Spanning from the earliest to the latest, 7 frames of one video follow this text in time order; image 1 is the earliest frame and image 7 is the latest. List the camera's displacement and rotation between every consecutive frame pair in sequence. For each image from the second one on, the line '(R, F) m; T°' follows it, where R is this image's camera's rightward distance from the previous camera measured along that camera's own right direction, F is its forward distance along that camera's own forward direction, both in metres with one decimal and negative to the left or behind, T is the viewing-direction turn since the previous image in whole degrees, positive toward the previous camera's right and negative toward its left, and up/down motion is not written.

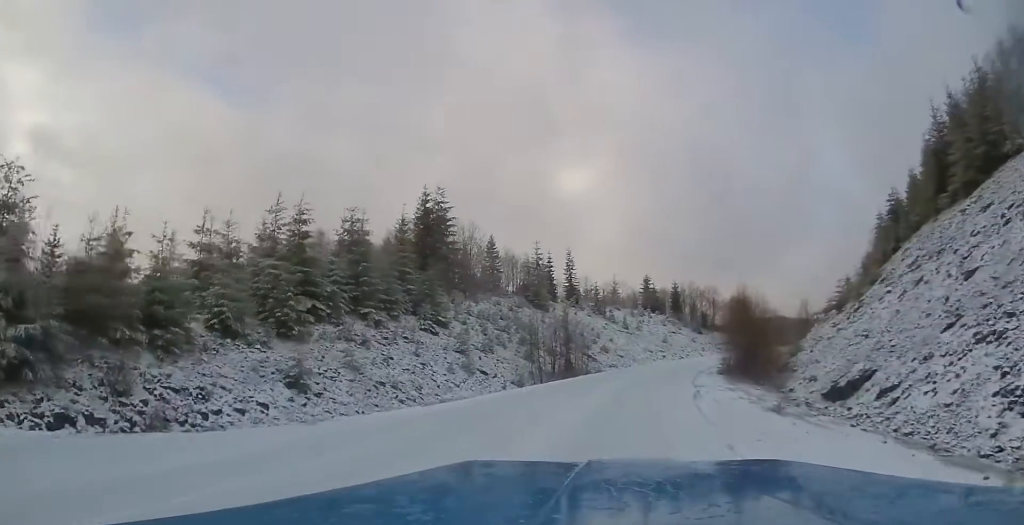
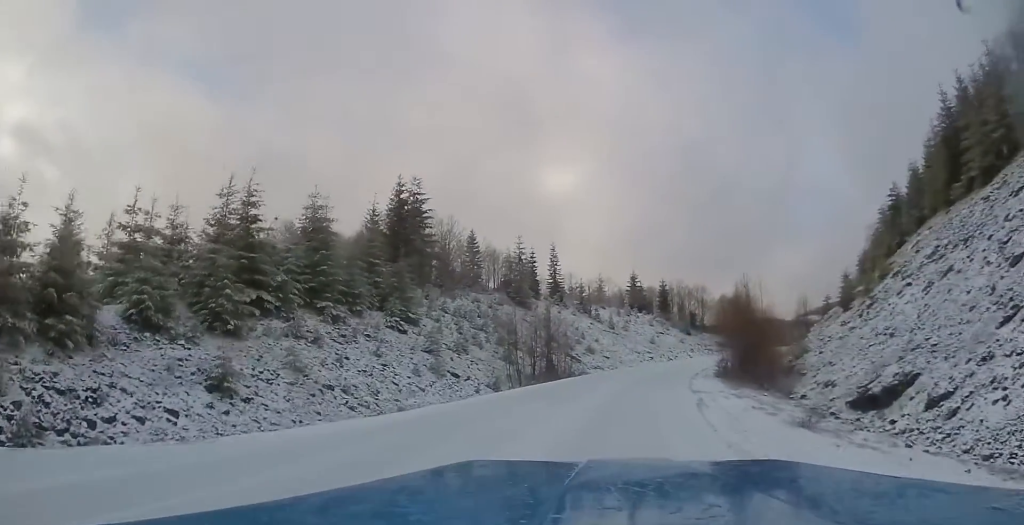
(0.0, +5.1) m; +2°
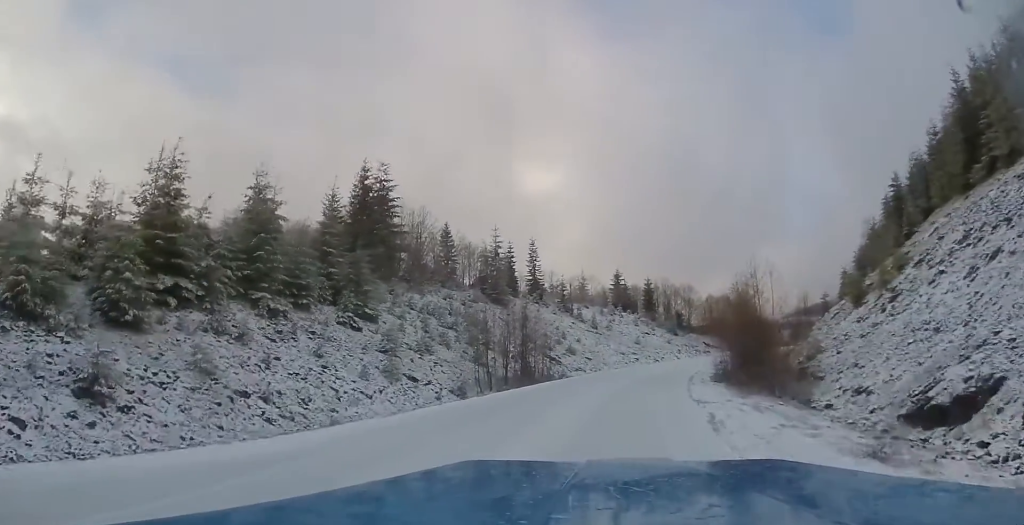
(+0.6, +6.2) m; +2°
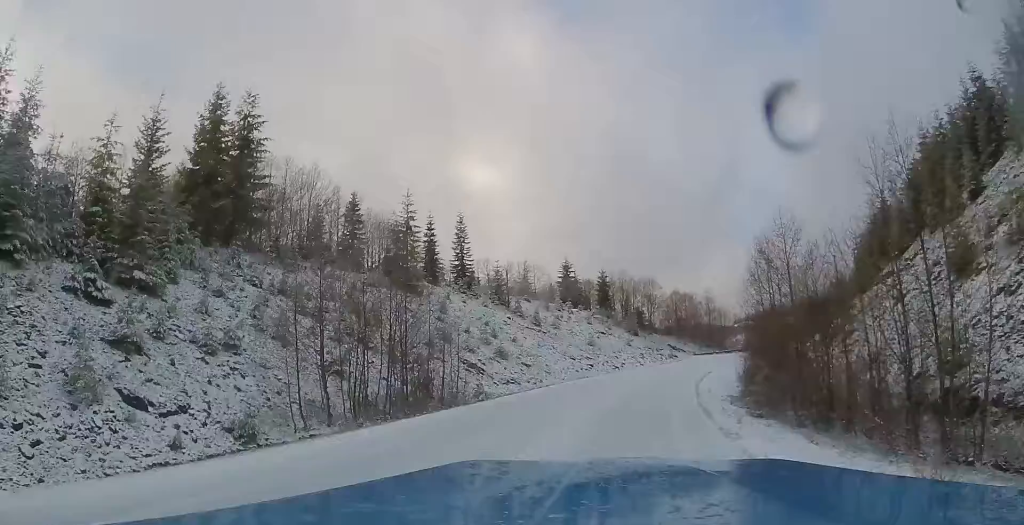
(+0.4, +21.8) m; +4°
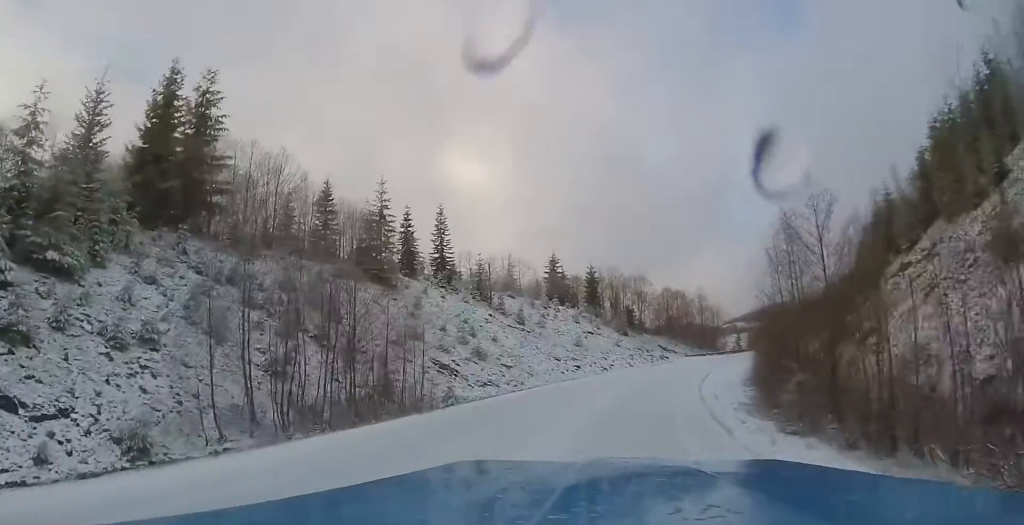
(+0.1, +5.2) m; +2°
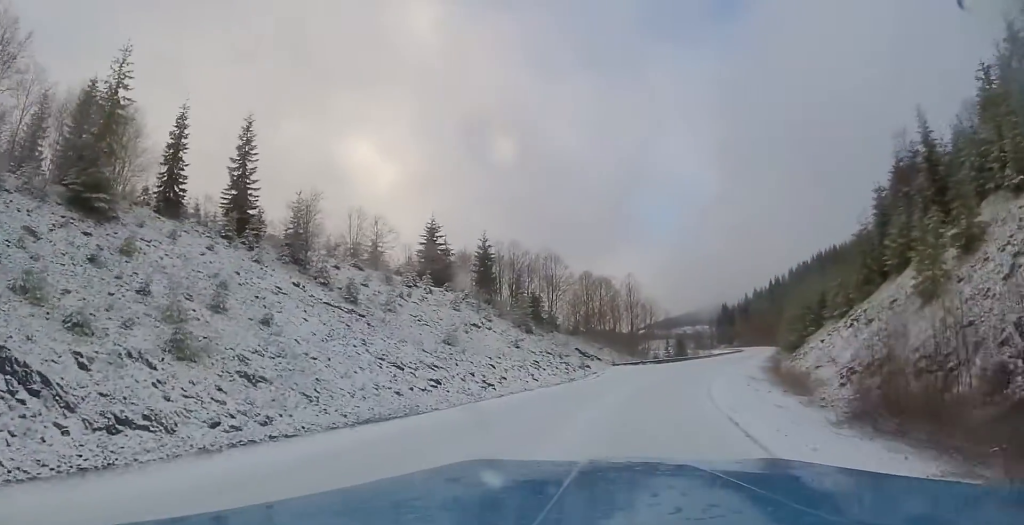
(+1.3, +32.9) m; +4°
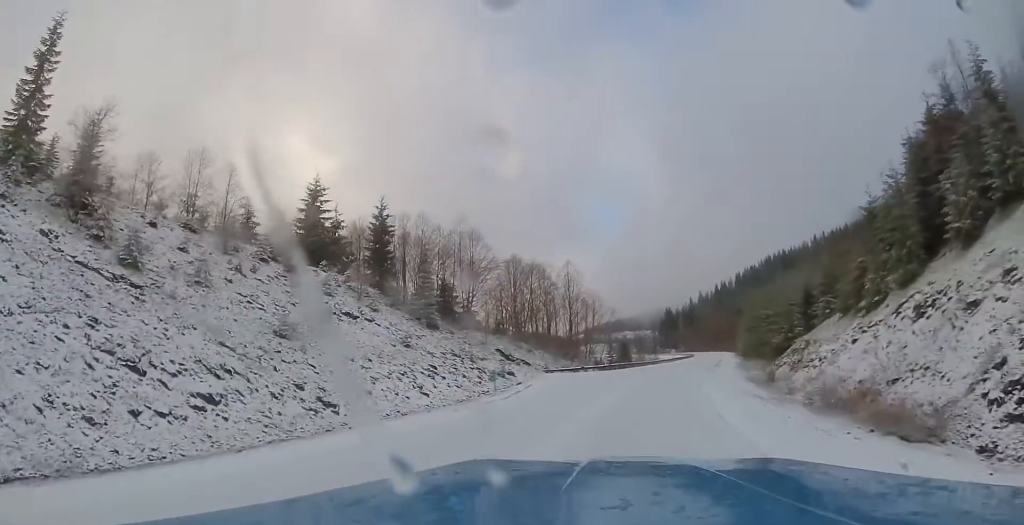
(+1.0, +20.1) m; +7°
